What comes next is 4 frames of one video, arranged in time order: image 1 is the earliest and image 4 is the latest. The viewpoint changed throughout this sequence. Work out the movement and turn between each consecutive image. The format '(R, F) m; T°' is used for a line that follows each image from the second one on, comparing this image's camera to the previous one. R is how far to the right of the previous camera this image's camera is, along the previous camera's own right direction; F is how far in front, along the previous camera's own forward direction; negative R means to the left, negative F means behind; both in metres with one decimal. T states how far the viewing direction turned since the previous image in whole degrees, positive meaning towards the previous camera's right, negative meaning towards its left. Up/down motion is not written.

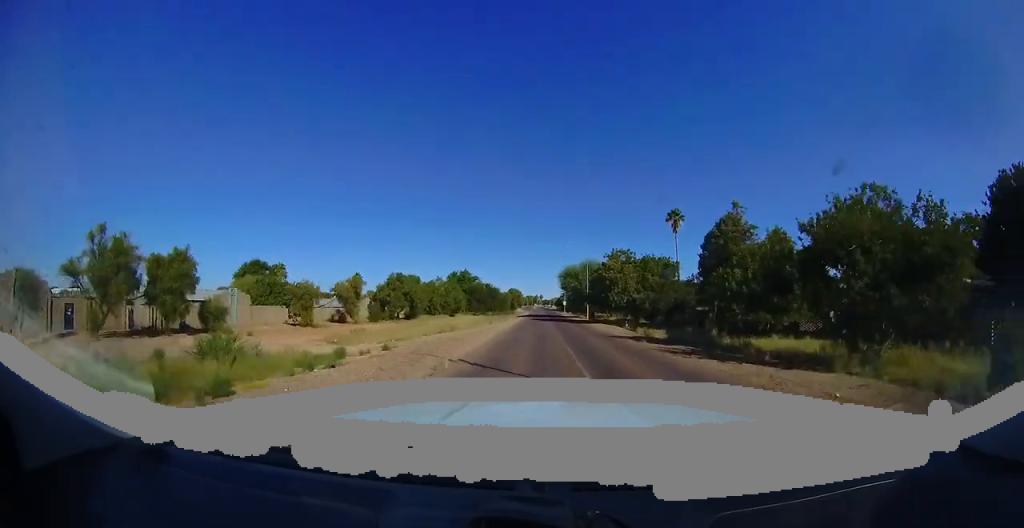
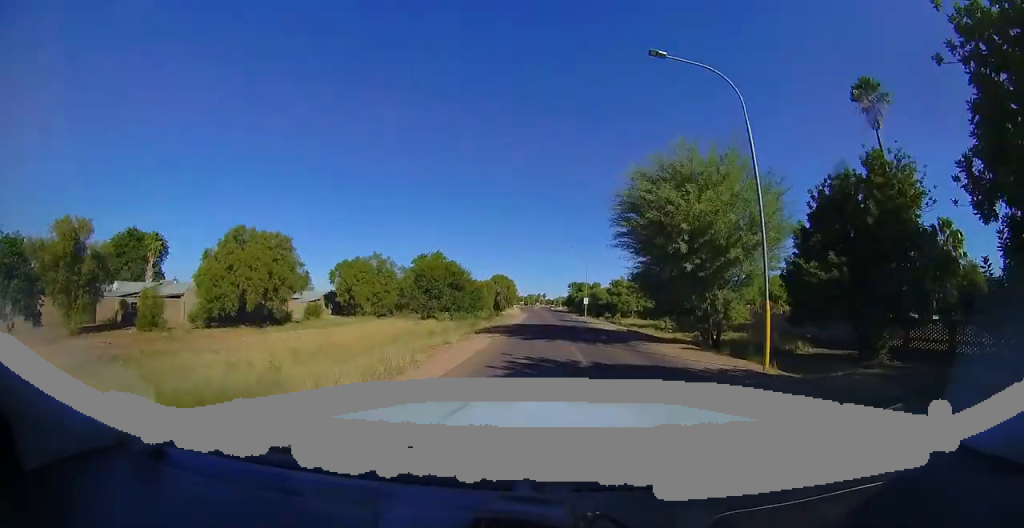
(+0.1, +36.4) m; 0°
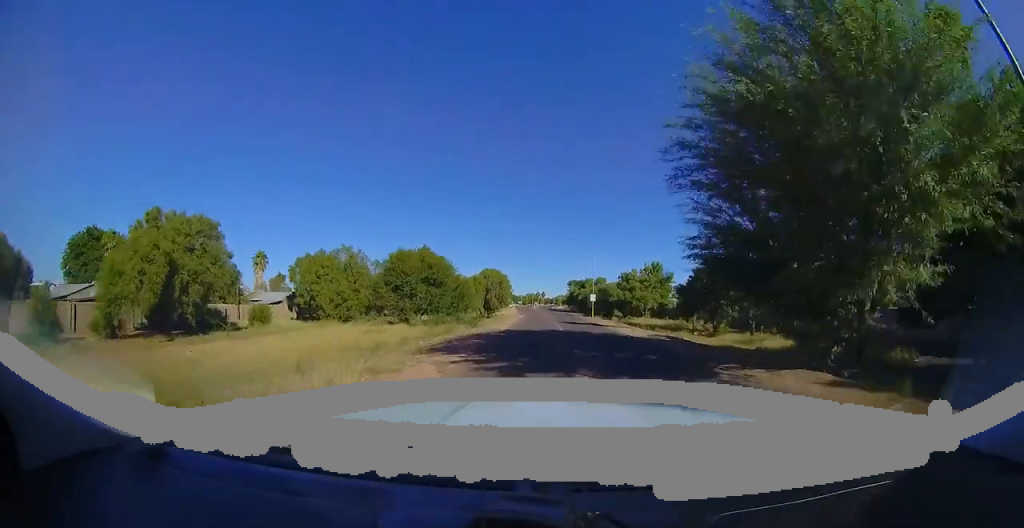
(-0.2, +8.3) m; -1°
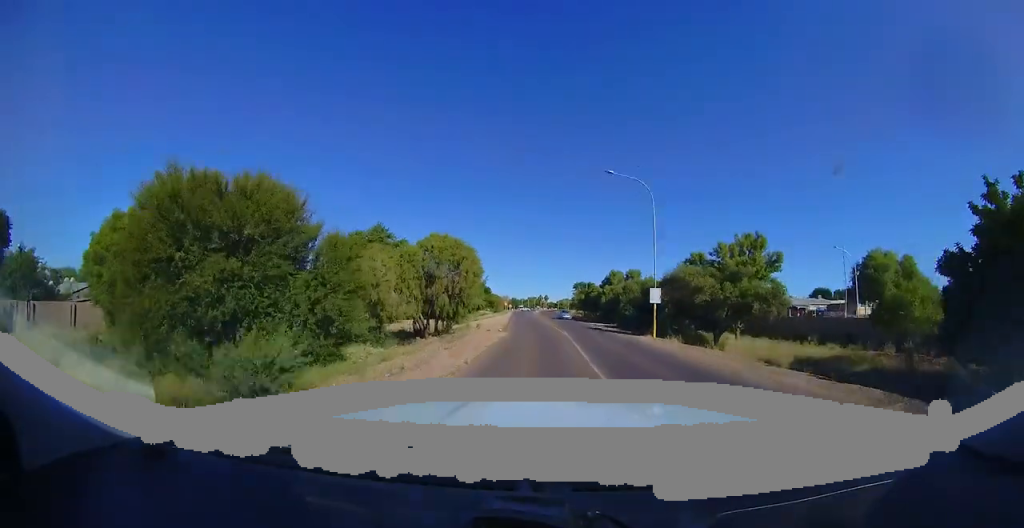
(-0.2, +23.9) m; -1°
